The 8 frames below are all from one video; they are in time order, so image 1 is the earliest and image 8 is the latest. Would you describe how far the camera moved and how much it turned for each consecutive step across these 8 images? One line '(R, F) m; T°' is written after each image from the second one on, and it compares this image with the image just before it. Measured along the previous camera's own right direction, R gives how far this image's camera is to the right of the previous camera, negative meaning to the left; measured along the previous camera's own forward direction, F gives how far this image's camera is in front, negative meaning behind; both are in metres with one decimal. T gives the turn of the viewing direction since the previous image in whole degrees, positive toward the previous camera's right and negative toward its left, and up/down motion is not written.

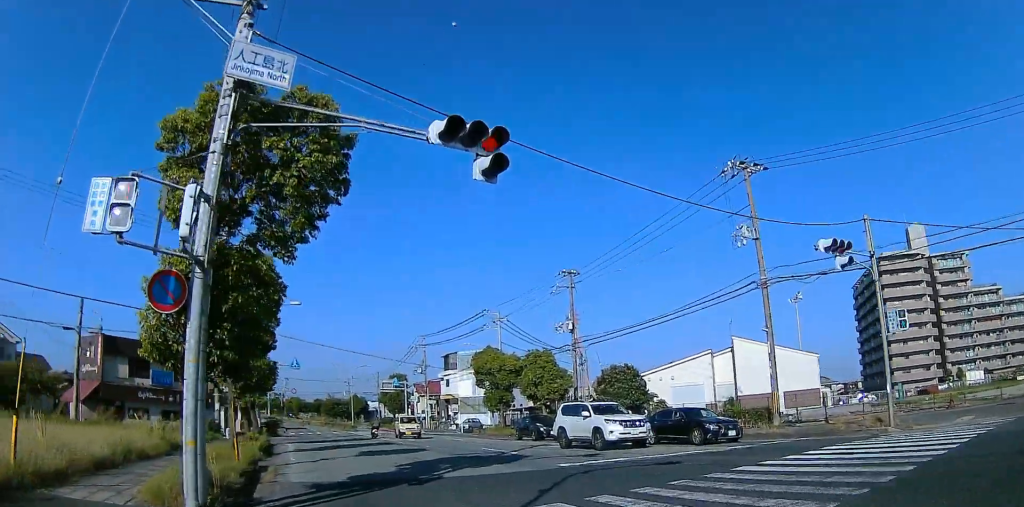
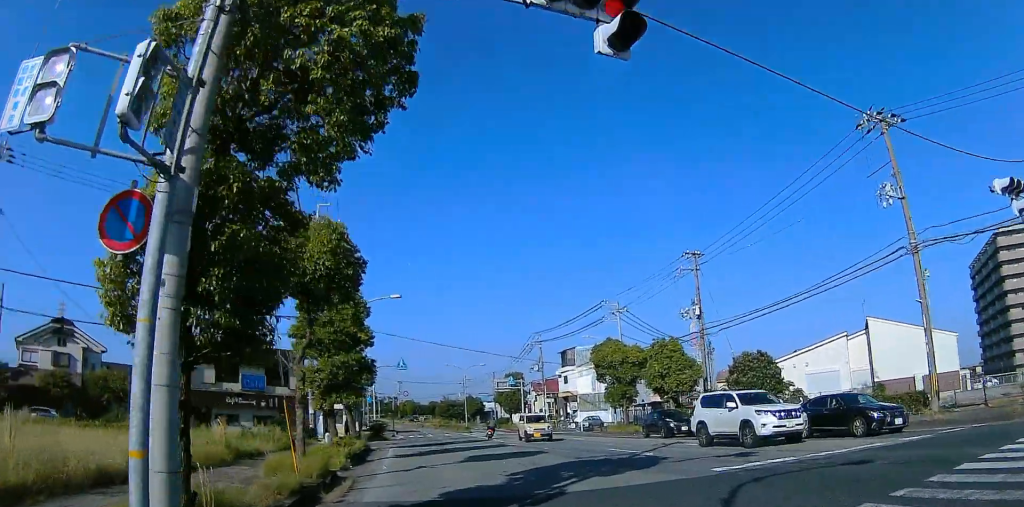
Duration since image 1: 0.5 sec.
(0.0, +3.3) m; -4°
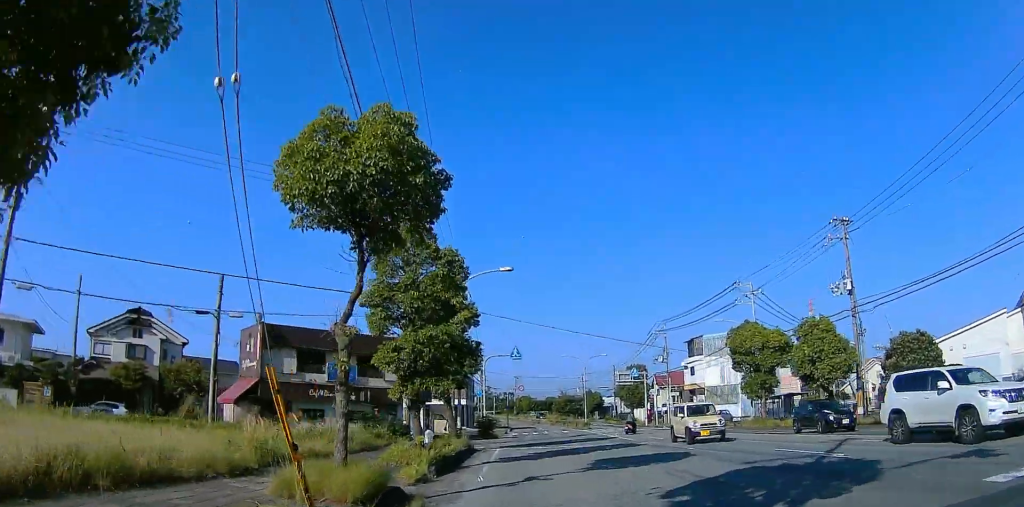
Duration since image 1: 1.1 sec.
(-0.3, +4.7) m; -16°
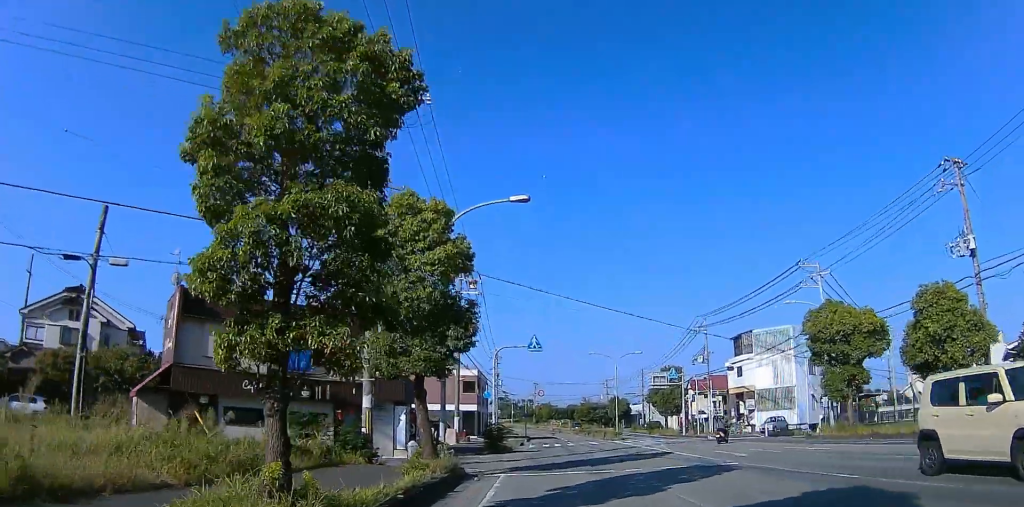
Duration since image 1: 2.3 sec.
(-2.3, +7.7) m; -19°
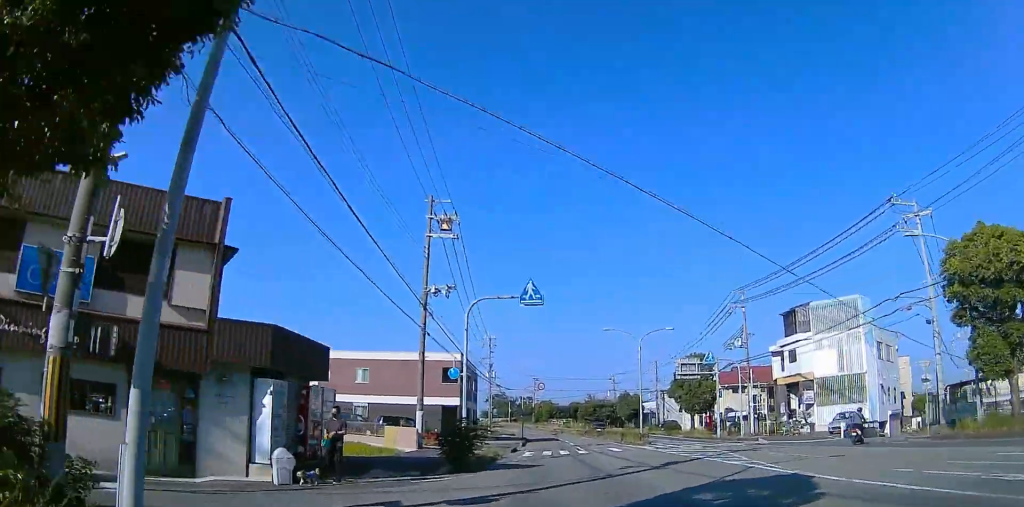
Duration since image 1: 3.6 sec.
(+0.3, +11.3) m; -2°
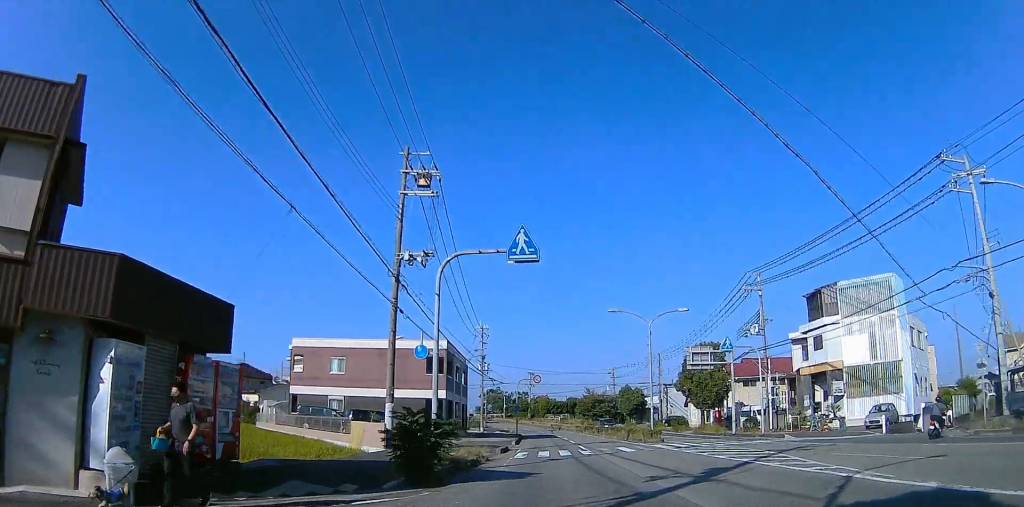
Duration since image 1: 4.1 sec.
(-0.6, +4.9) m; +1°
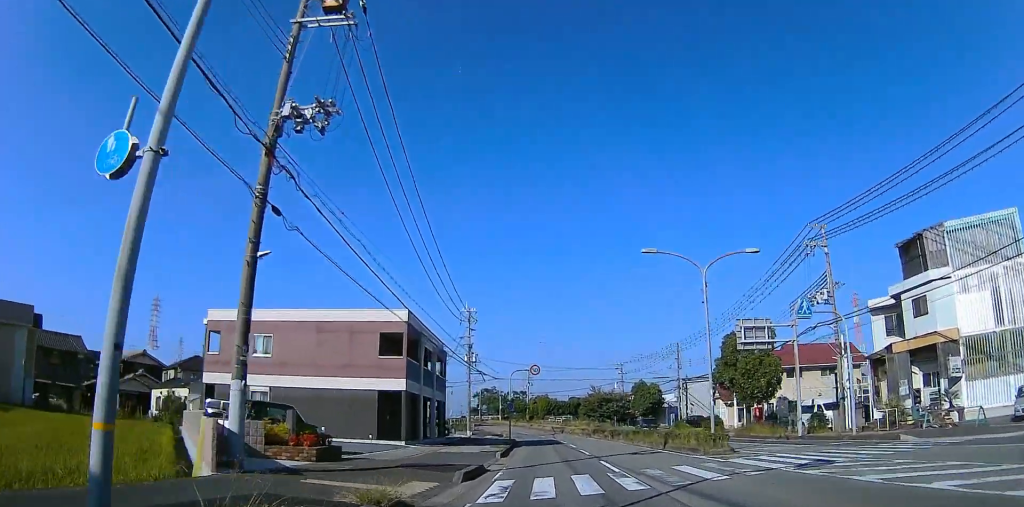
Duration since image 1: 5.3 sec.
(+0.5, +11.9) m; +1°
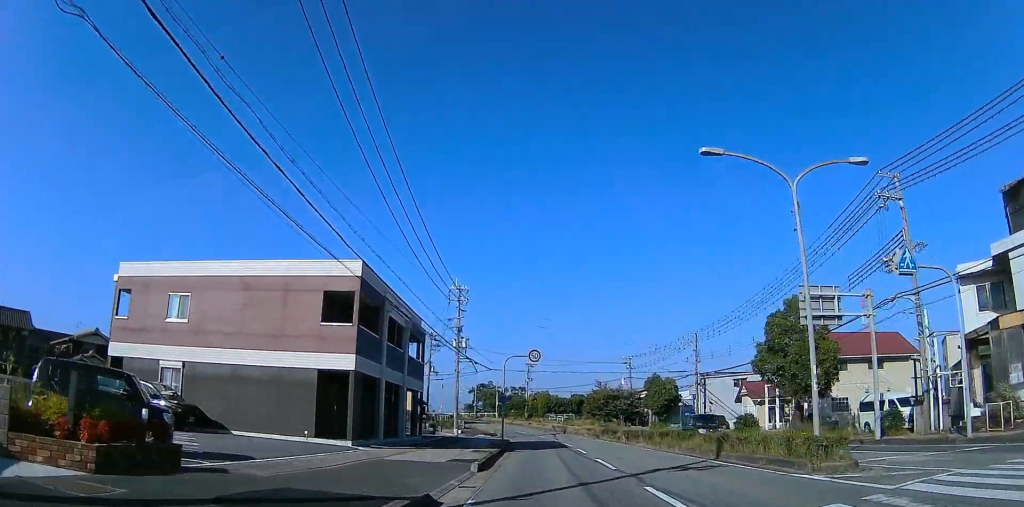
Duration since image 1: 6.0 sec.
(-0.2, +8.5) m; 0°
